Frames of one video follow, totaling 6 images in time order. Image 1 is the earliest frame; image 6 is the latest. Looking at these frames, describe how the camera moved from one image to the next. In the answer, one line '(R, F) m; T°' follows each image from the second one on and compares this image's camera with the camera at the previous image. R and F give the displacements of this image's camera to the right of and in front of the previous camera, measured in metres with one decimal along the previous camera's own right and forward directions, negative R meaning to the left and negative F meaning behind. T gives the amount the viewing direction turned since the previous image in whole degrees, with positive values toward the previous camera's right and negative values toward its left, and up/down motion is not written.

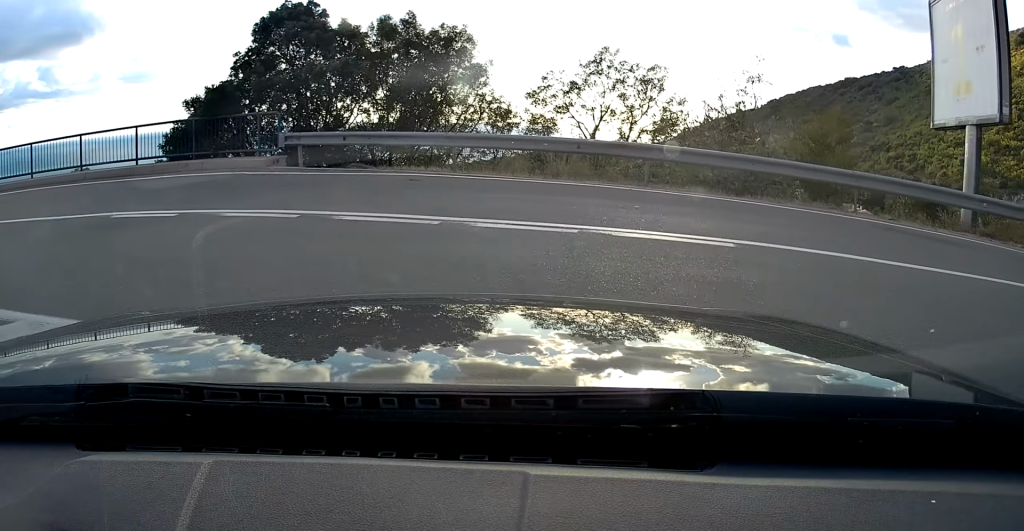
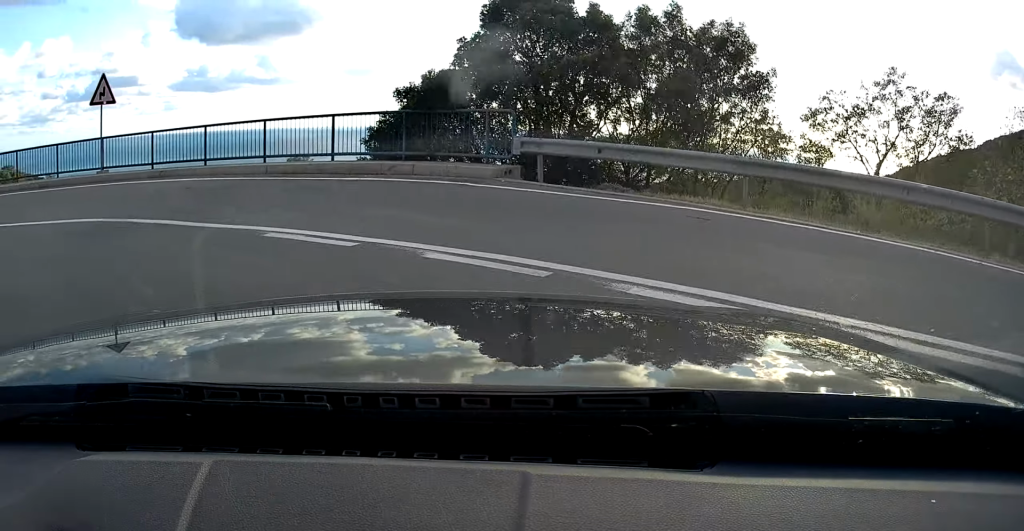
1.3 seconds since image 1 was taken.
(-1.5, +5.1) m; -25°
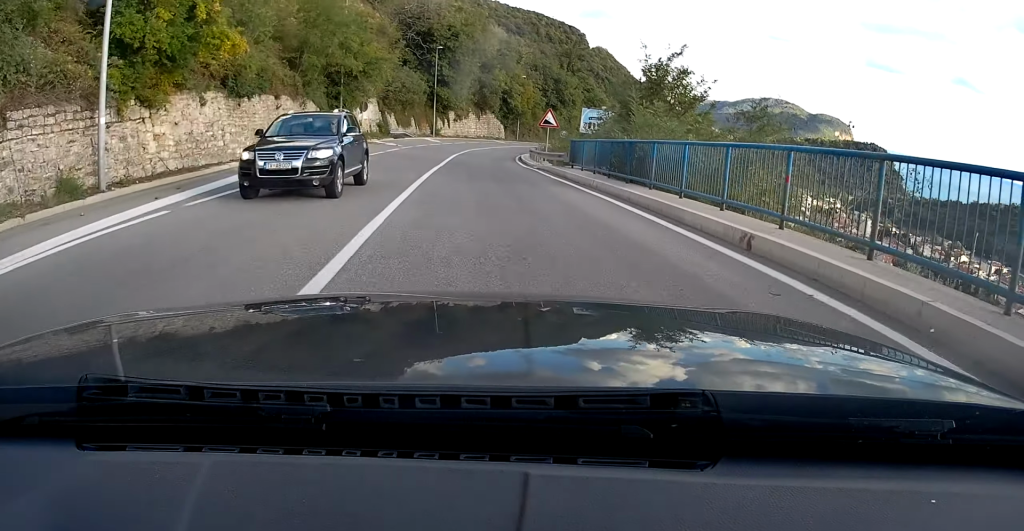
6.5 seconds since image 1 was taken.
(-26.4, +24.4) m; -66°
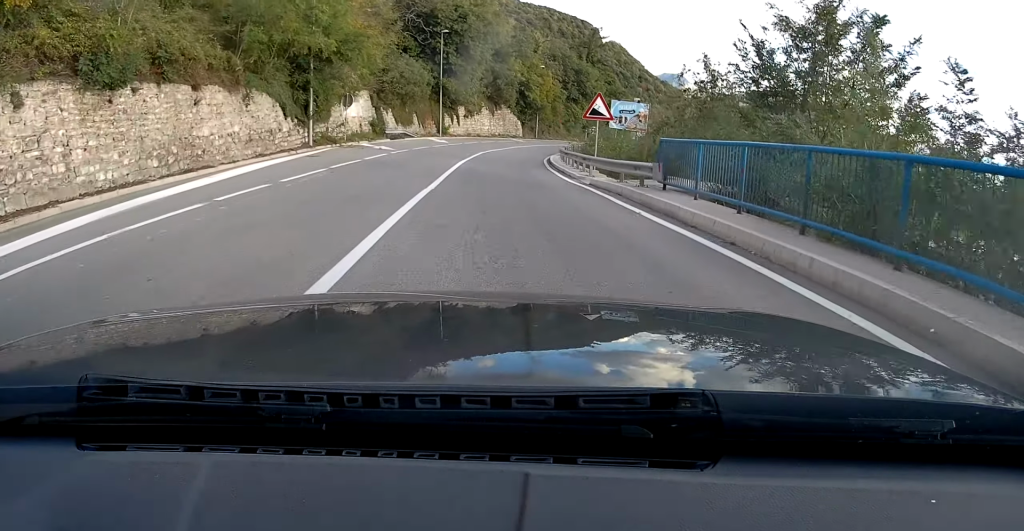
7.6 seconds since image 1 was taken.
(-0.6, +11.6) m; -1°
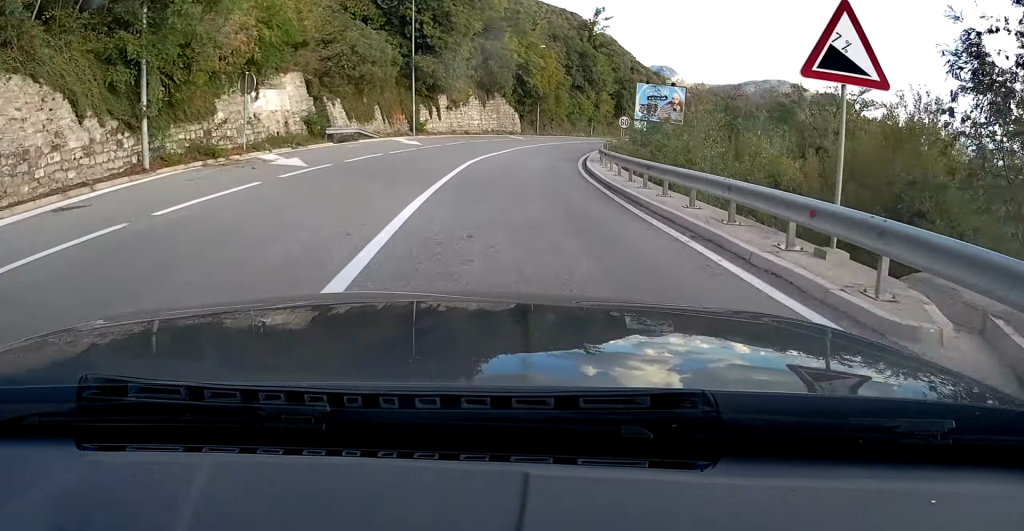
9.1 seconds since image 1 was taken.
(+0.2, +17.2) m; +4°
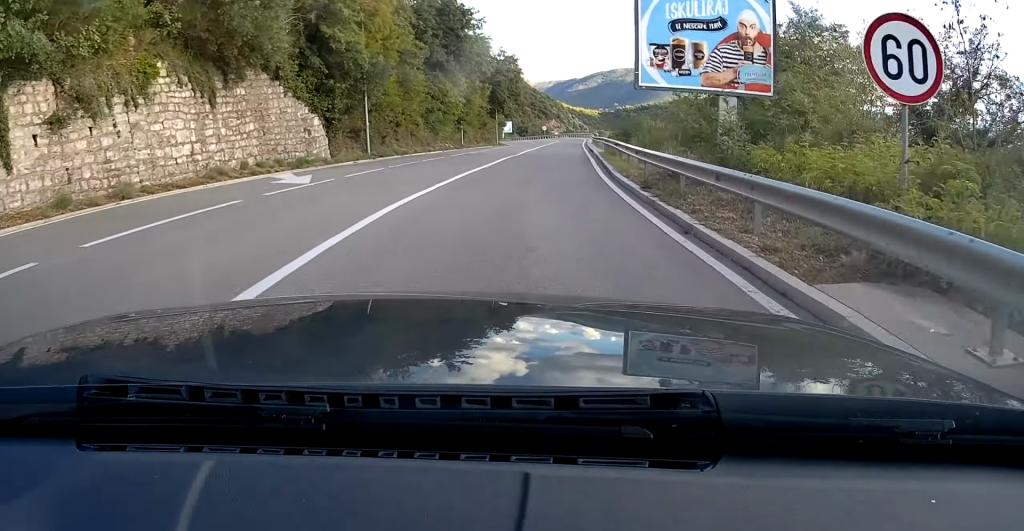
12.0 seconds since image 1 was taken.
(+4.0, +38.8) m; +13°
